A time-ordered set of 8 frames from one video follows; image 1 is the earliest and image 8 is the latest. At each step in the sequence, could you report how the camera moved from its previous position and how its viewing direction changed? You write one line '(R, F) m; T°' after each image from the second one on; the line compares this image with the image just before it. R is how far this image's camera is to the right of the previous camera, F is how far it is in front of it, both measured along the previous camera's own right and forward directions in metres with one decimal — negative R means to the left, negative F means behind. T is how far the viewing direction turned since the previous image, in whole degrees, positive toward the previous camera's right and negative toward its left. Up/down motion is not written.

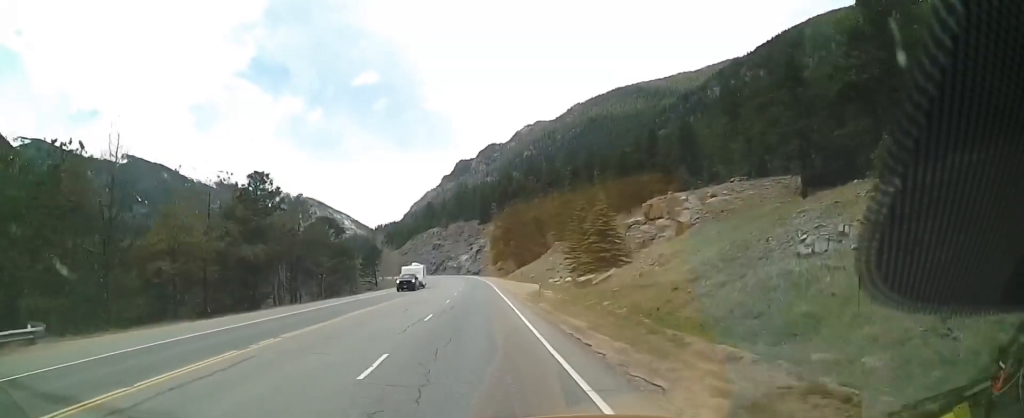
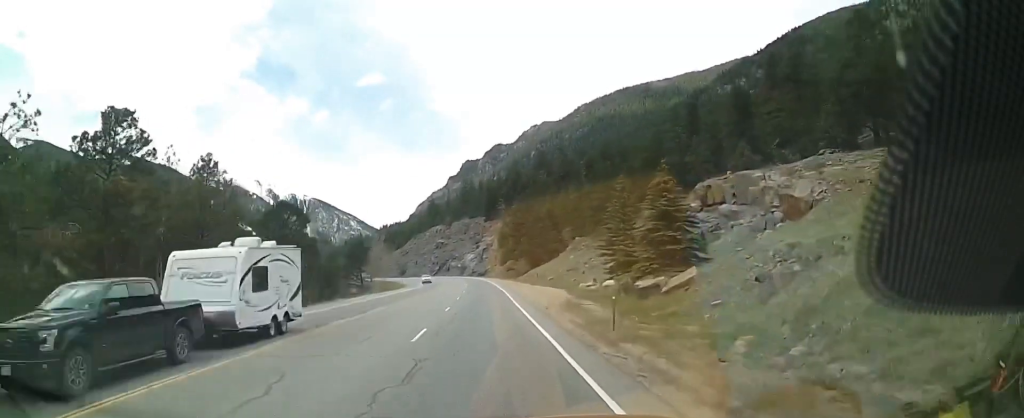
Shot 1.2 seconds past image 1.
(+0.3, +18.3) m; 0°
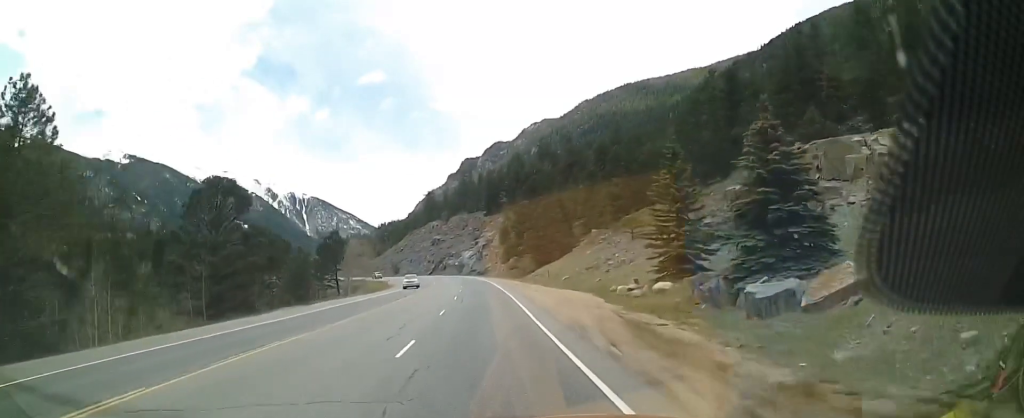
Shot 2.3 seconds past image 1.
(-0.2, +14.9) m; -1°
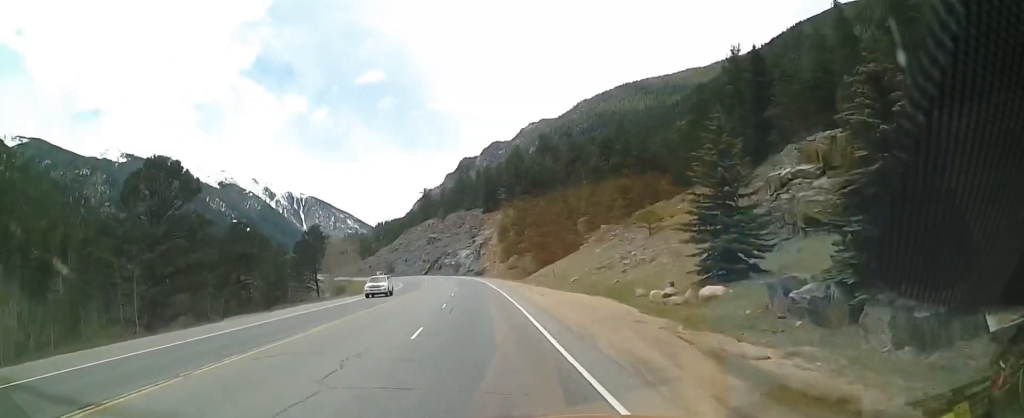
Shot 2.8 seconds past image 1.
(-0.1, +8.1) m; 0°
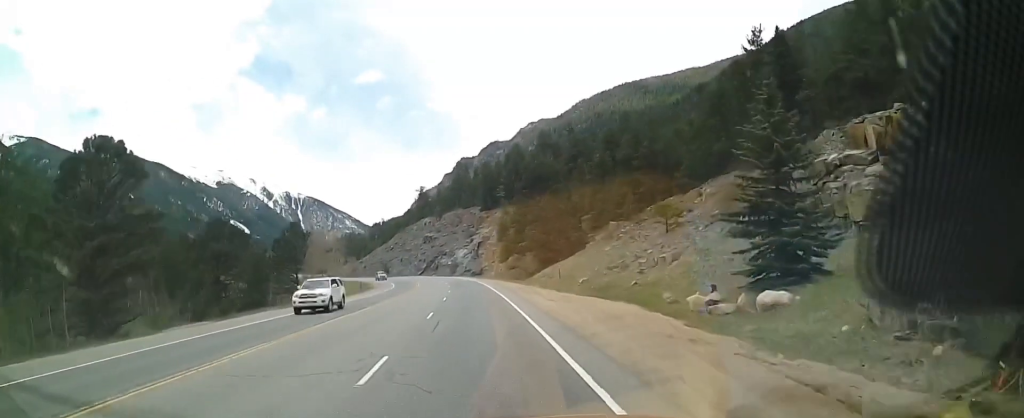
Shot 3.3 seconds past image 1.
(0.0, +6.2) m; 0°
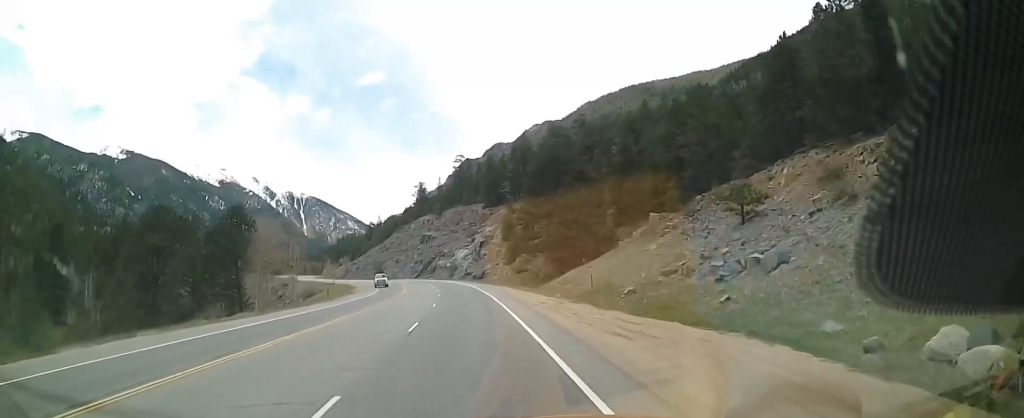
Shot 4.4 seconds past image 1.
(0.0, +15.6) m; 0°
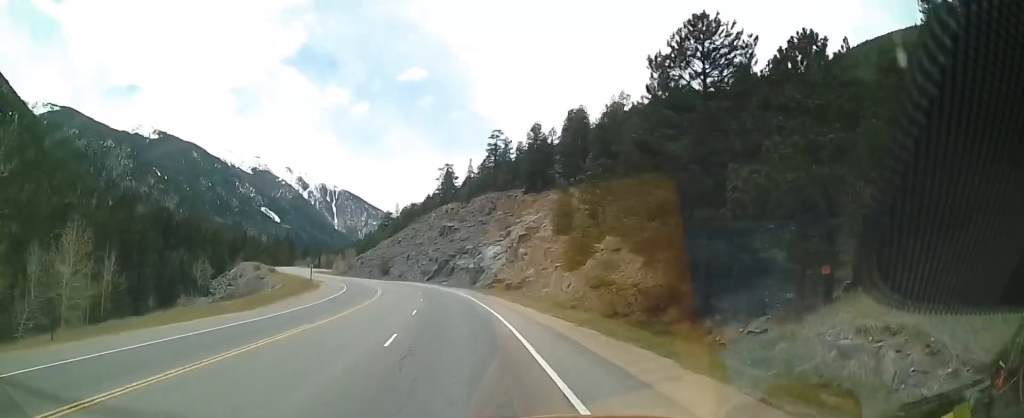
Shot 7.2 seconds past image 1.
(-1.0, +39.4) m; -6°
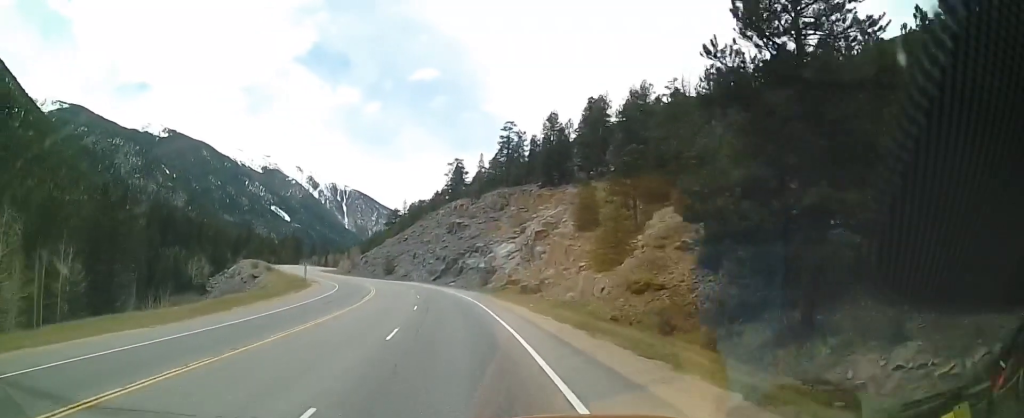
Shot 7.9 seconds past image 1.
(-0.3, +9.4) m; -1°
